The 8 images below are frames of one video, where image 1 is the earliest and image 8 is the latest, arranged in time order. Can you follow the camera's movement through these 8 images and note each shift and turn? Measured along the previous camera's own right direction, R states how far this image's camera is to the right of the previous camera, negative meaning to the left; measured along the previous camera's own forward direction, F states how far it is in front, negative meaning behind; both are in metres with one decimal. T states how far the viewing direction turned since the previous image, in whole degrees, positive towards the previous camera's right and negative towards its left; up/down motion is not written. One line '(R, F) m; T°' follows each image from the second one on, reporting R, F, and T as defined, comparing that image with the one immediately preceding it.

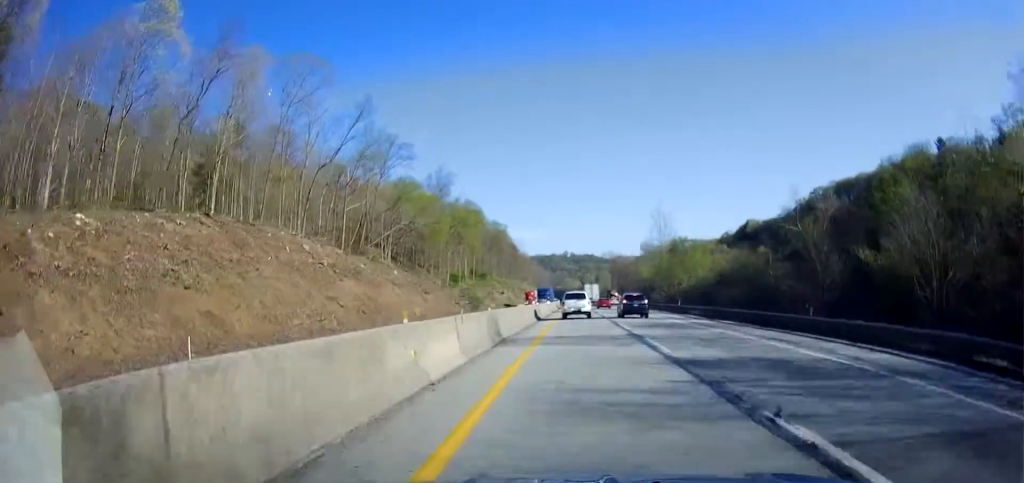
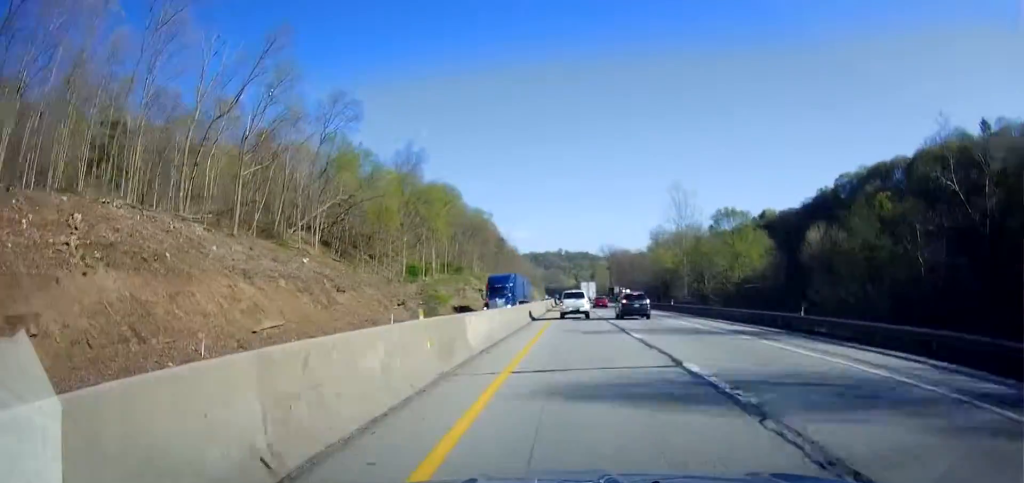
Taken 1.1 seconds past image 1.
(+0.3, +31.7) m; 0°
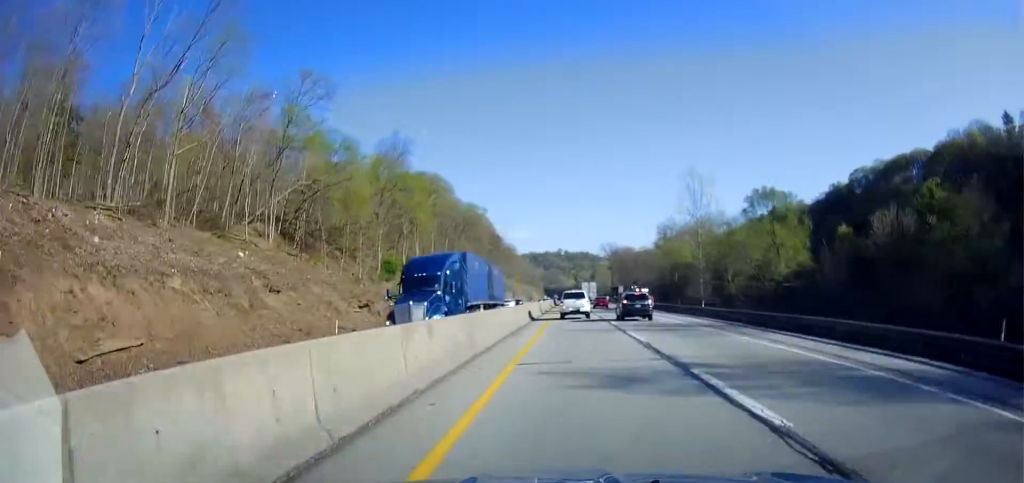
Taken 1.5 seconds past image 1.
(0.0, +13.6) m; 0°
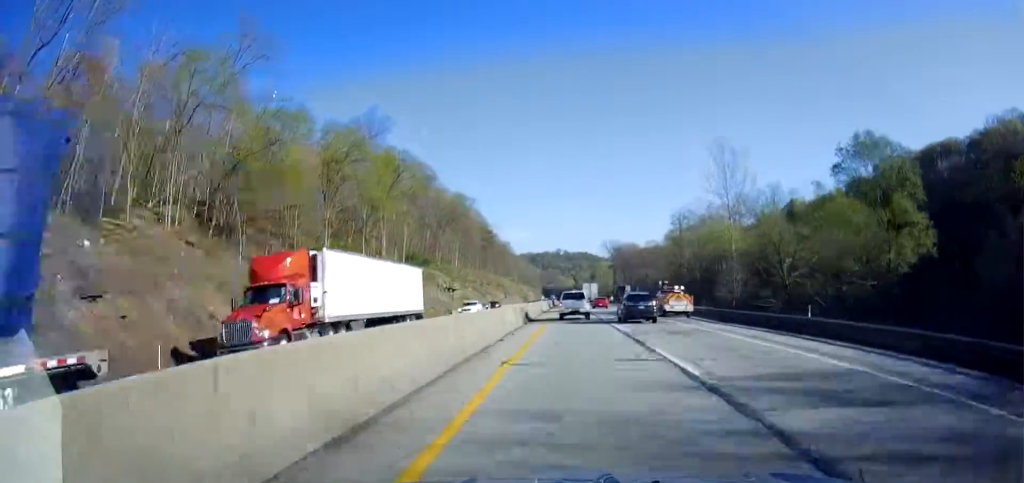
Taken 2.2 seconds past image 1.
(0.0, +20.2) m; 0°
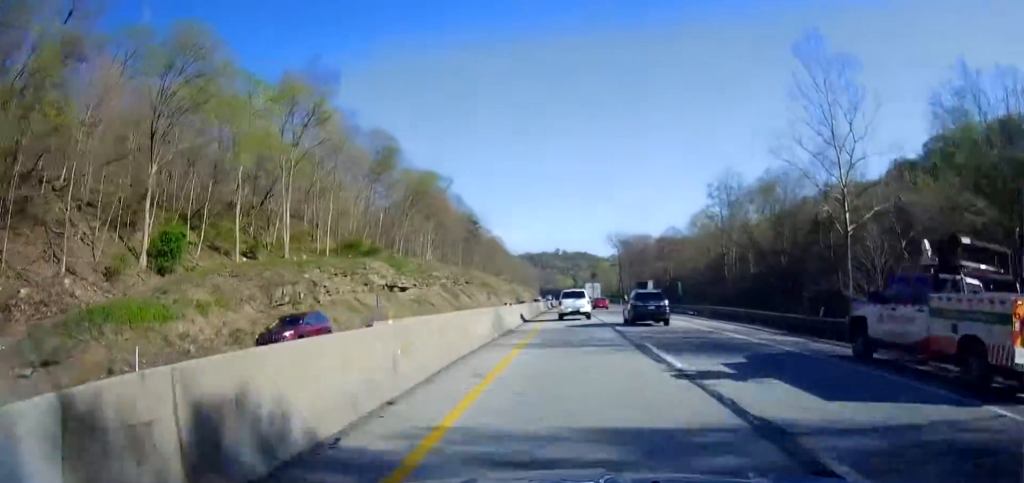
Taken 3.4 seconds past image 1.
(+0.2, +33.6) m; +2°
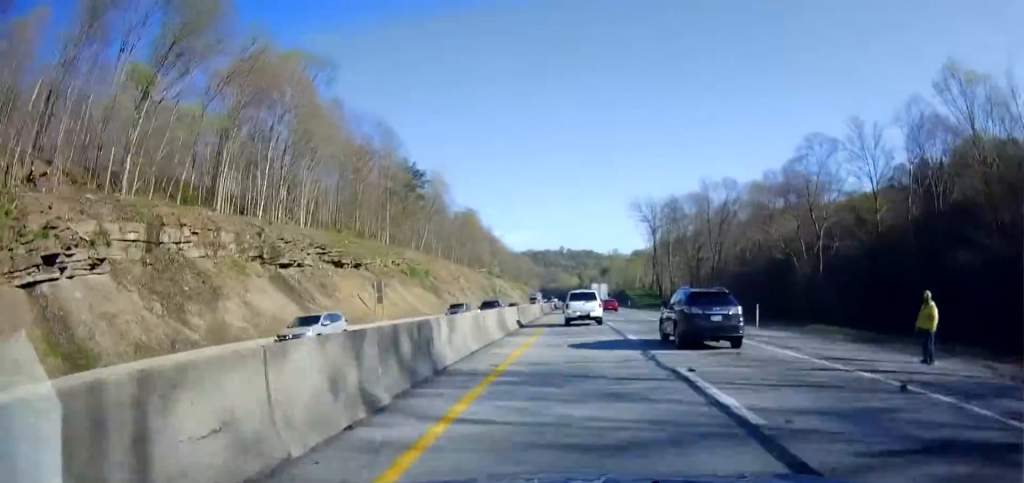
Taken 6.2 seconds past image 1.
(-1.1, +79.0) m; -1°
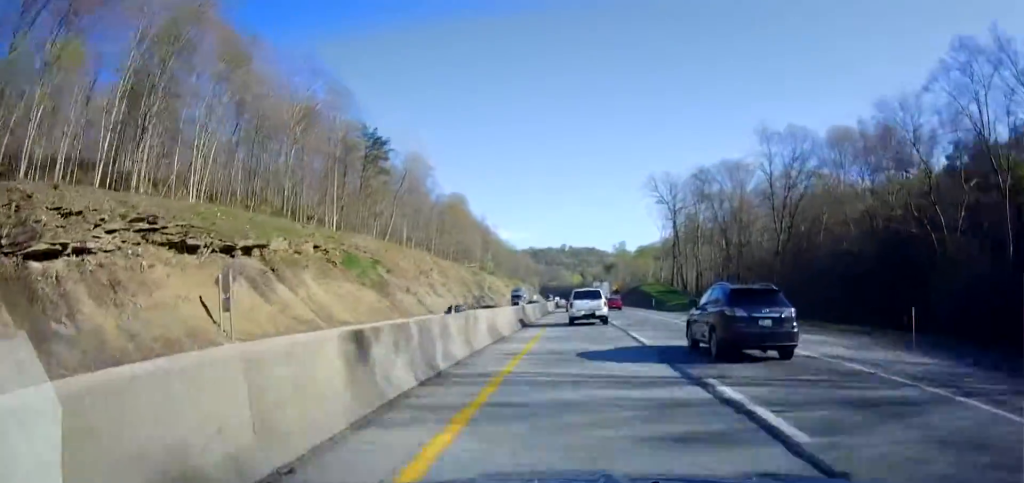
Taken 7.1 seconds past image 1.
(+0.1, +26.1) m; 0°
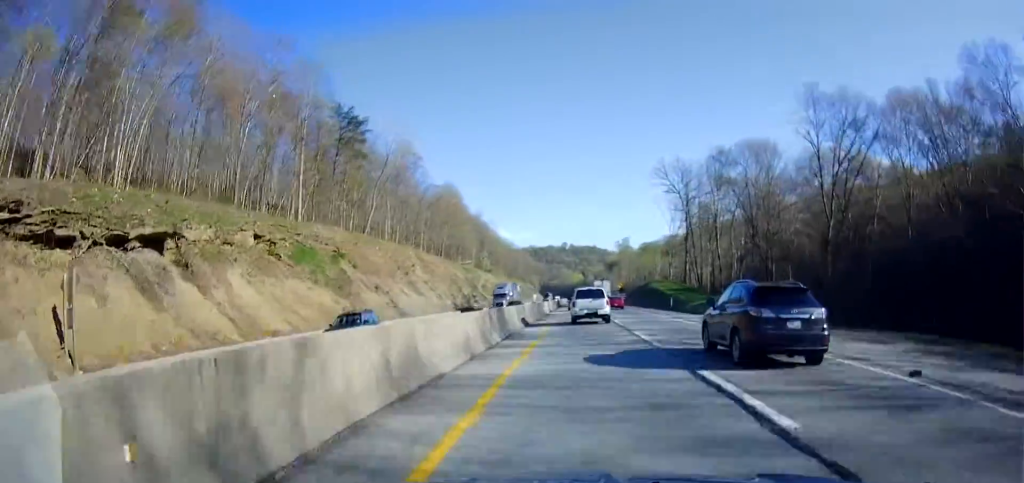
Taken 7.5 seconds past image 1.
(+0.1, +12.0) m; 0°
